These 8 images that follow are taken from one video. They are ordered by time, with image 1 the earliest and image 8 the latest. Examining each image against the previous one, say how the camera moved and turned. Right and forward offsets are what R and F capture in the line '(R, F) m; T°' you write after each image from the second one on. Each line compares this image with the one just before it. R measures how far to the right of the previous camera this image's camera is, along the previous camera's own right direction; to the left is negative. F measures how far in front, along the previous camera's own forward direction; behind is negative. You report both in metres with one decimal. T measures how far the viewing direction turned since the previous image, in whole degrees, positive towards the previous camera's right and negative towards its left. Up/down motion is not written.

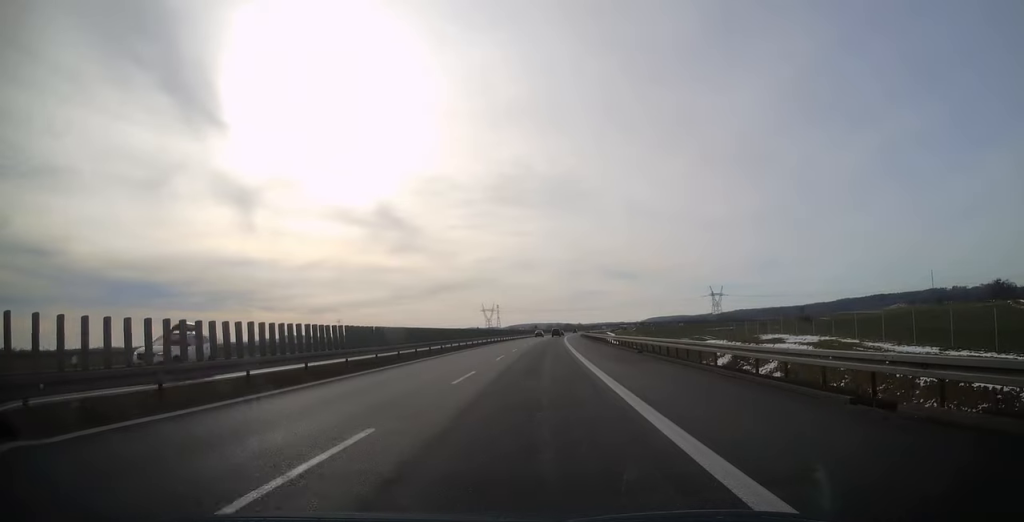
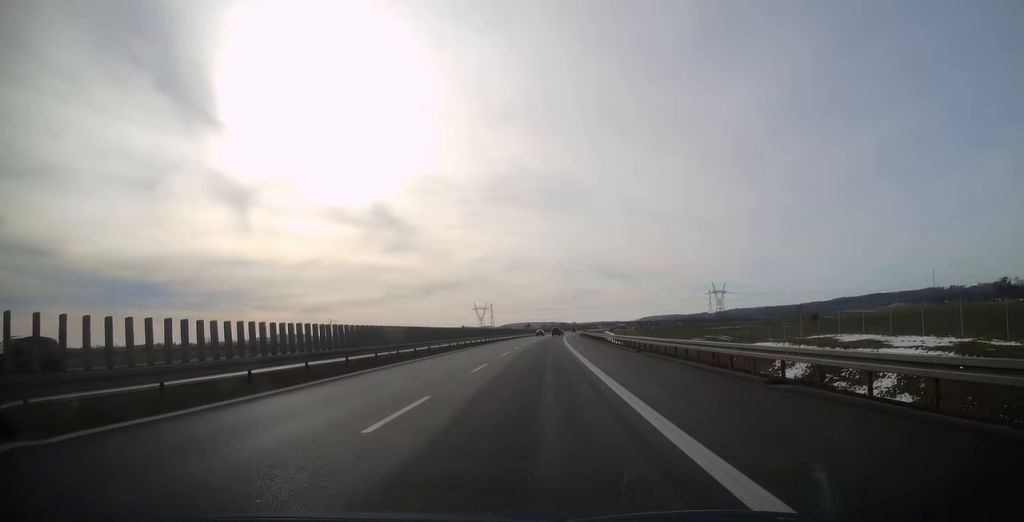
(0.0, +19.9) m; 0°
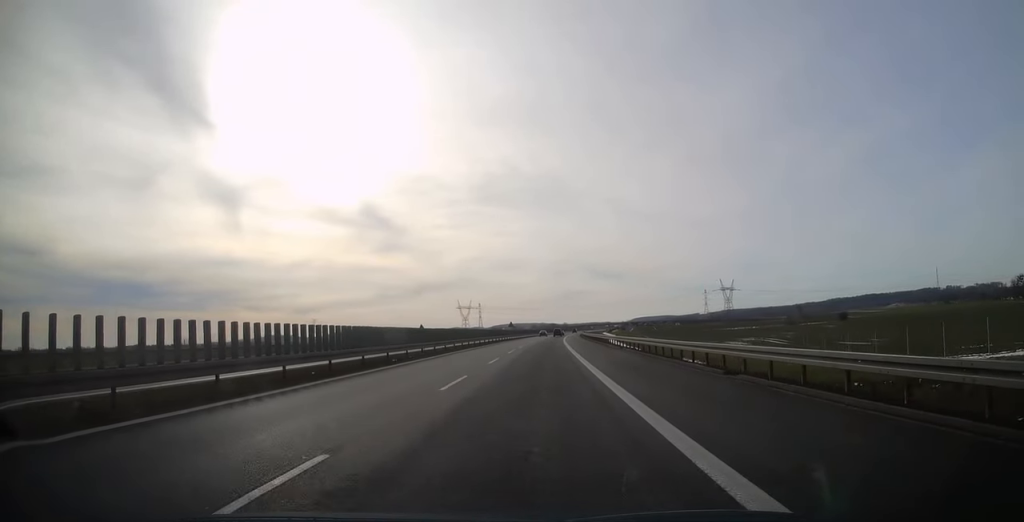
(+0.4, +41.4) m; +1°
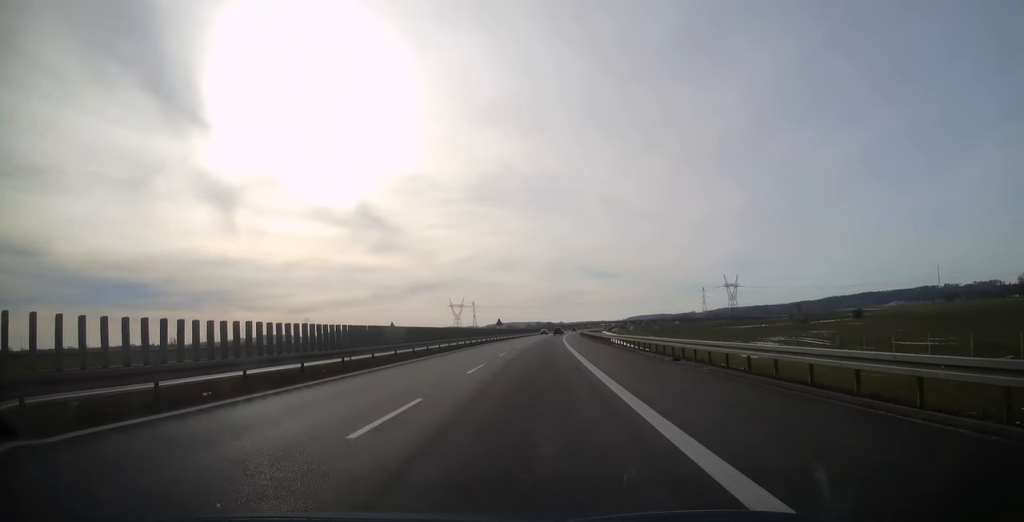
(0.0, +18.4) m; 0°
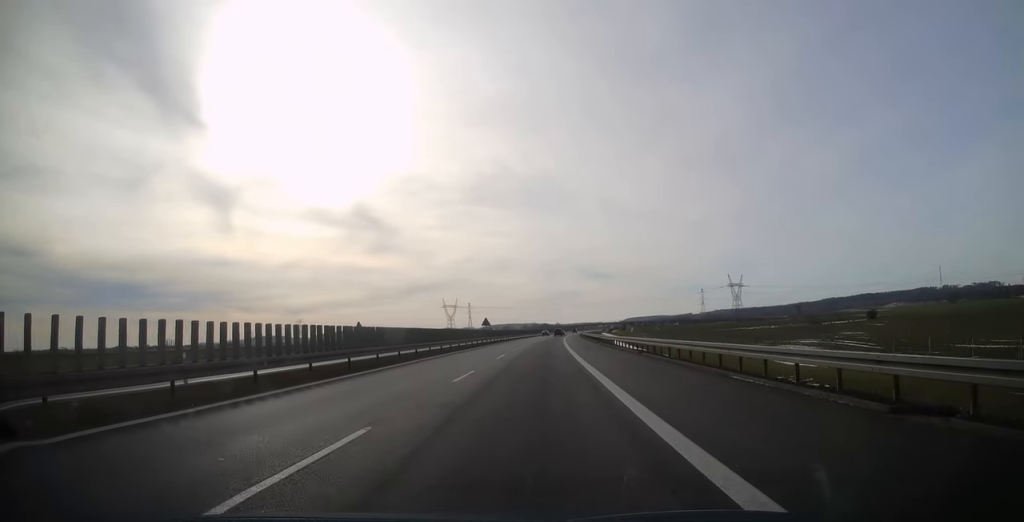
(+0.1, +15.3) m; 0°
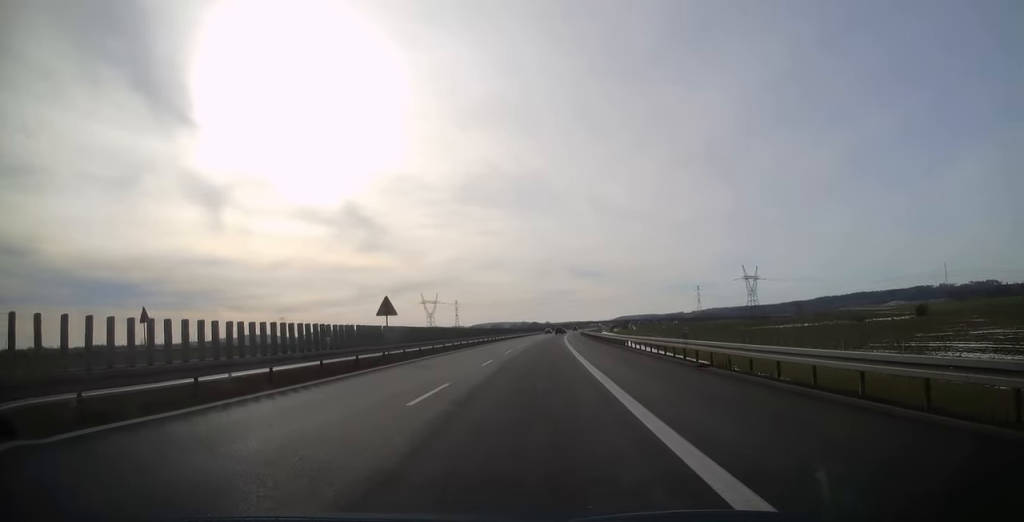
(+0.4, +42.8) m; +1°
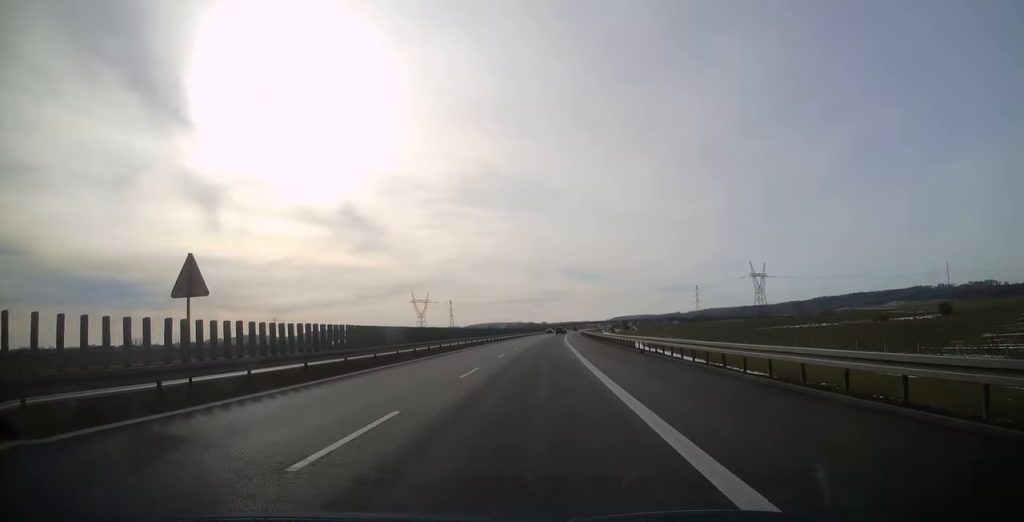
(+0.1, +17.3) m; +1°
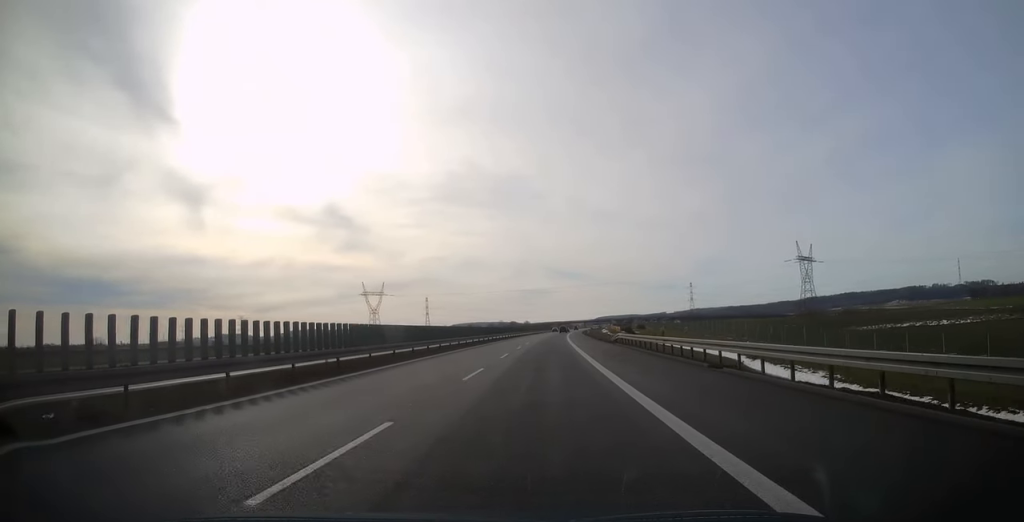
(+0.9, +72.7) m; +1°
